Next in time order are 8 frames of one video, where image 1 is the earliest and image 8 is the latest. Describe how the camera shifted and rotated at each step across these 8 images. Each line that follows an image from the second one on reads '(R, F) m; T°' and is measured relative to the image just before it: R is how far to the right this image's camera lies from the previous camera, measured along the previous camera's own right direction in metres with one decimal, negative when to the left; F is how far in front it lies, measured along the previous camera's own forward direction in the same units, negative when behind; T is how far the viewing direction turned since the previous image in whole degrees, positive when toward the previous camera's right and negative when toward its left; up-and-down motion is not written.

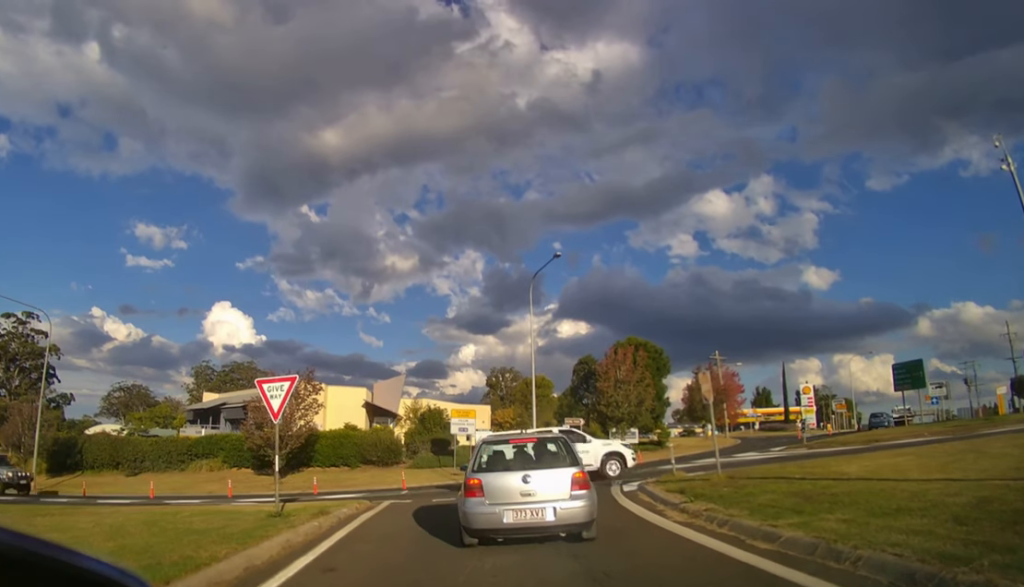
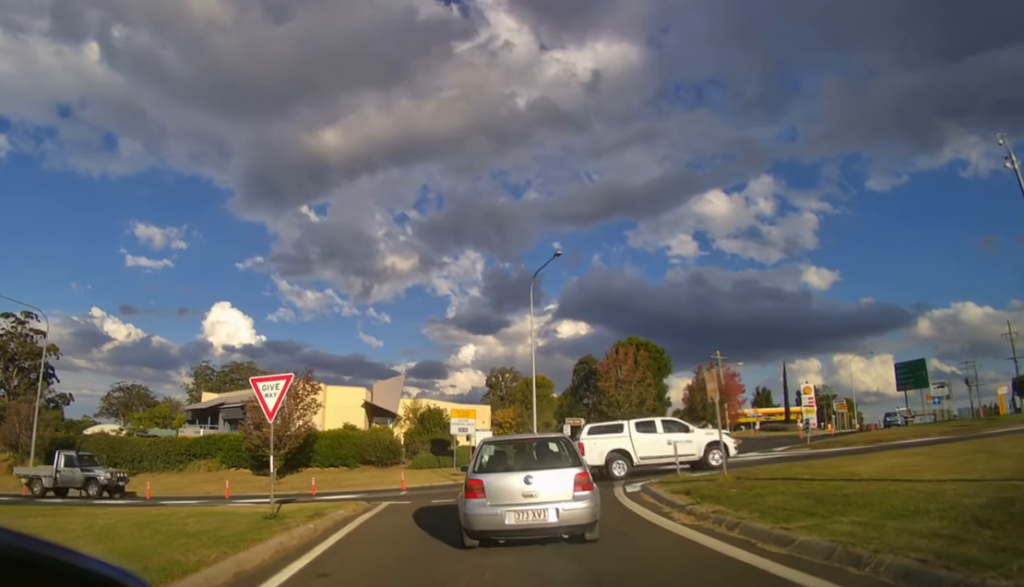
(0.0, 0.0) m; 0°
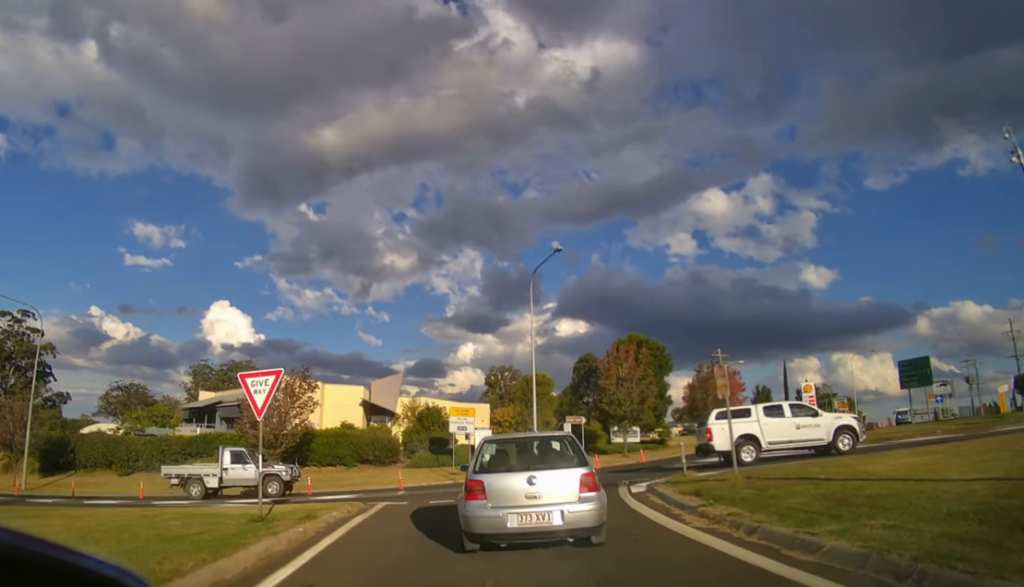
(0.0, 0.0) m; 0°
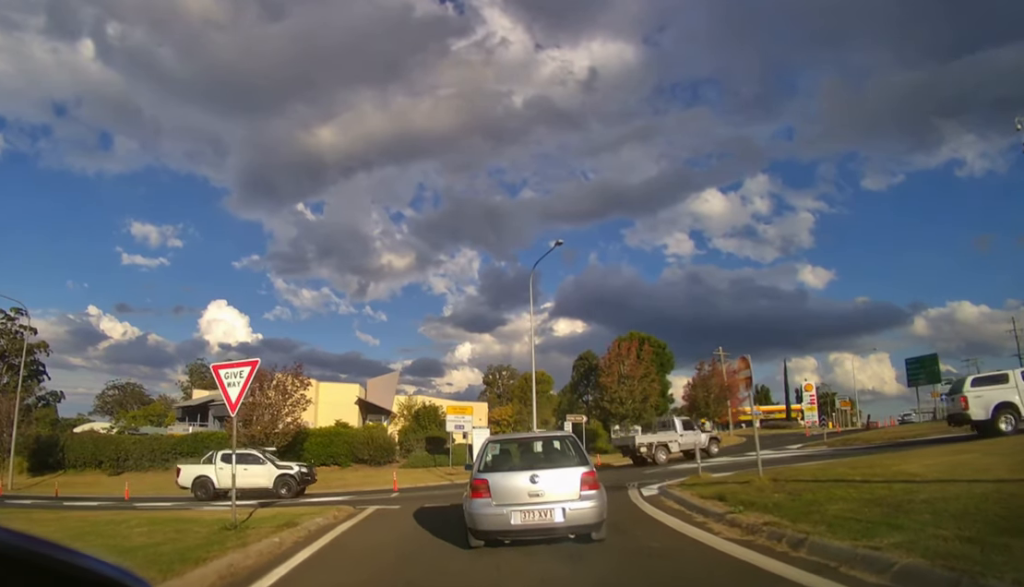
(+0.1, +0.3) m; 0°
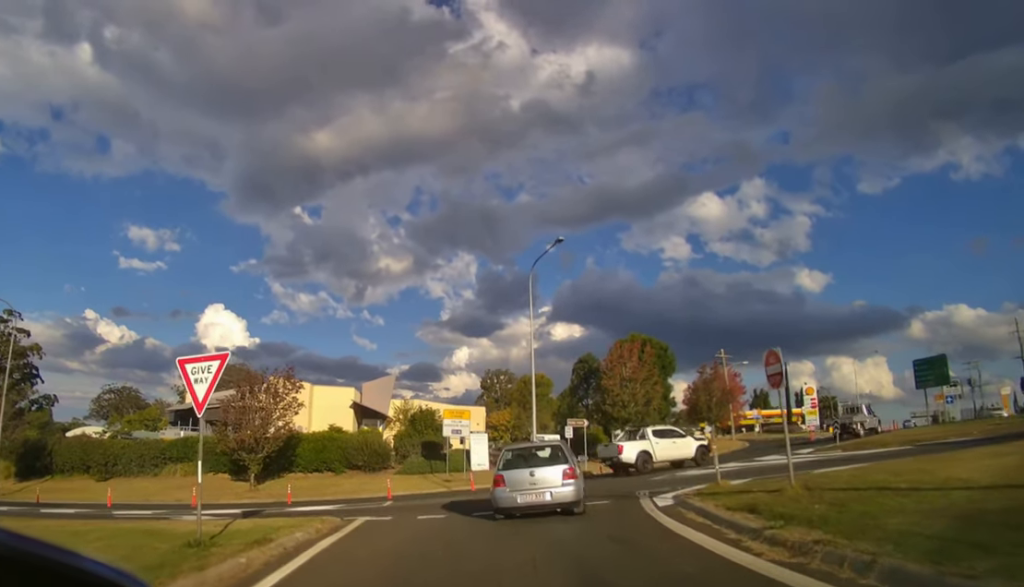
(0.0, +0.6) m; 0°
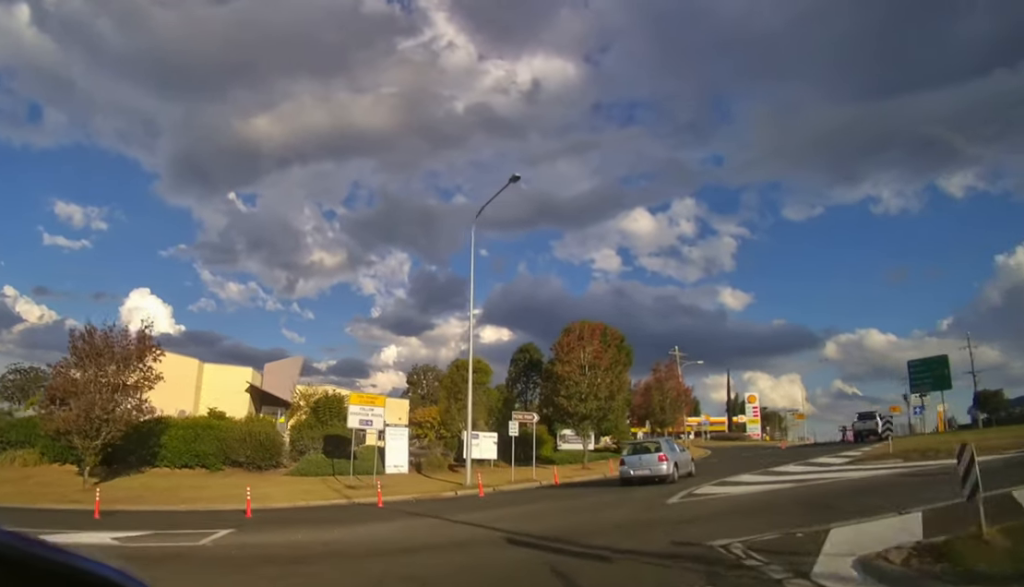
(+0.9, +5.7) m; +17°
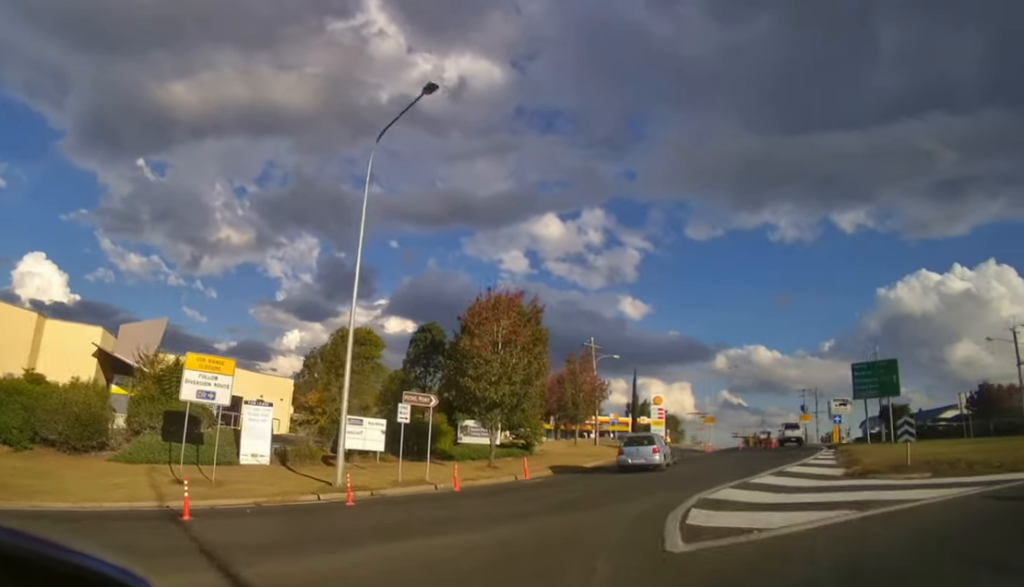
(+0.4, +5.6) m; +10°
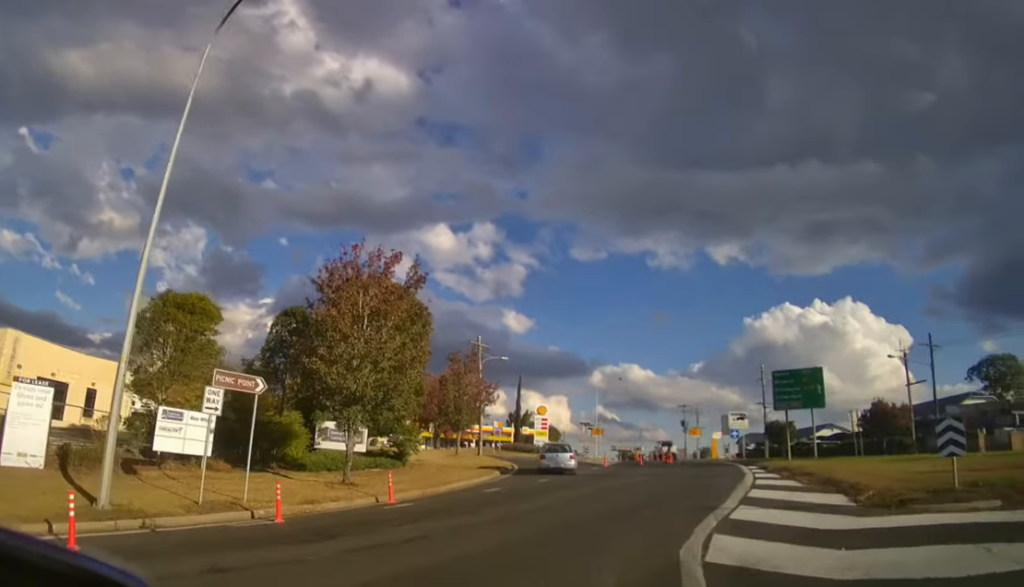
(+0.4, +5.5) m; +13°
